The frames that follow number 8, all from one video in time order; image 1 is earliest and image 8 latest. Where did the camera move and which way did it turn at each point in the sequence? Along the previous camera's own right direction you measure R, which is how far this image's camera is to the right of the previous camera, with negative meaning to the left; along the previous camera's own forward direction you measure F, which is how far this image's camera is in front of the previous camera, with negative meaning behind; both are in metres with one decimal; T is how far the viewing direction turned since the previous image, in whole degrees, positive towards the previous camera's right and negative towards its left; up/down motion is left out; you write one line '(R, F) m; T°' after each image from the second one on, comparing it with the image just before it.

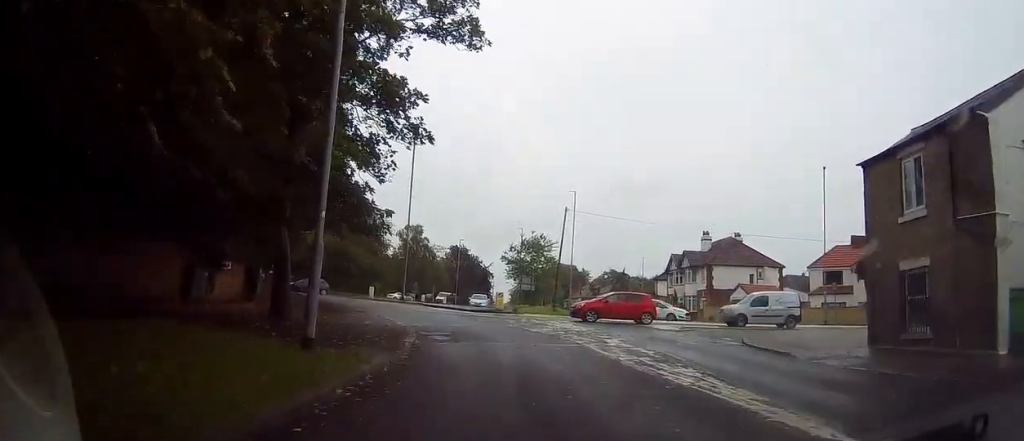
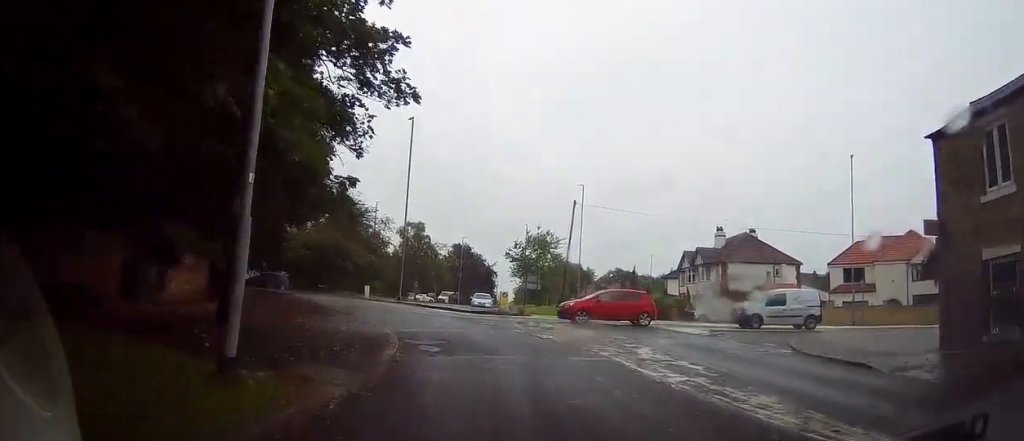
(0.0, +3.5) m; 0°
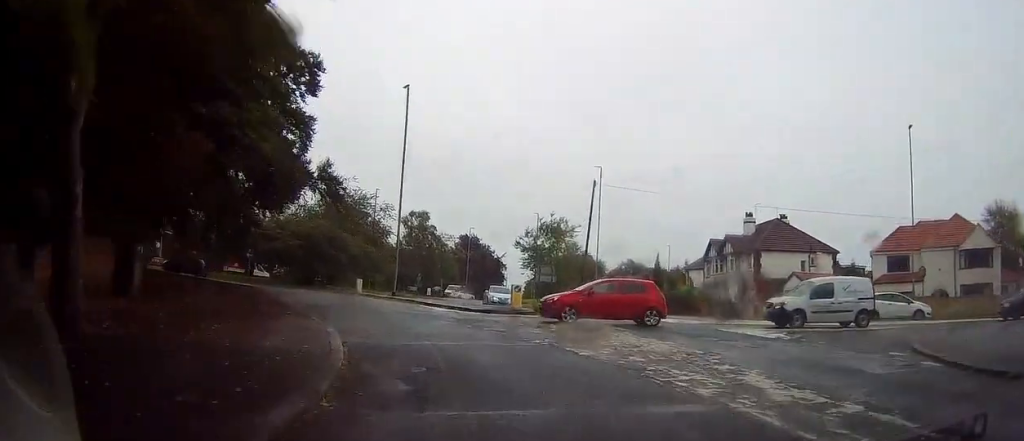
(0.0, +6.4) m; -1°
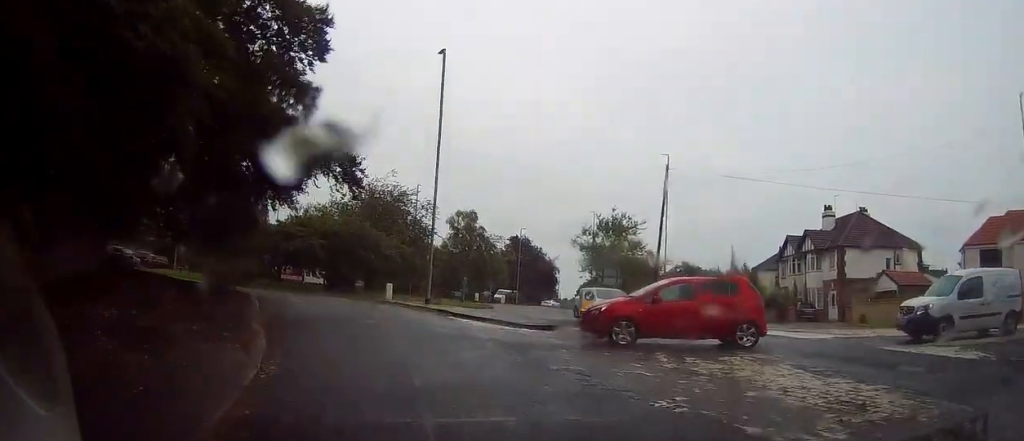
(-0.1, +7.9) m; -4°
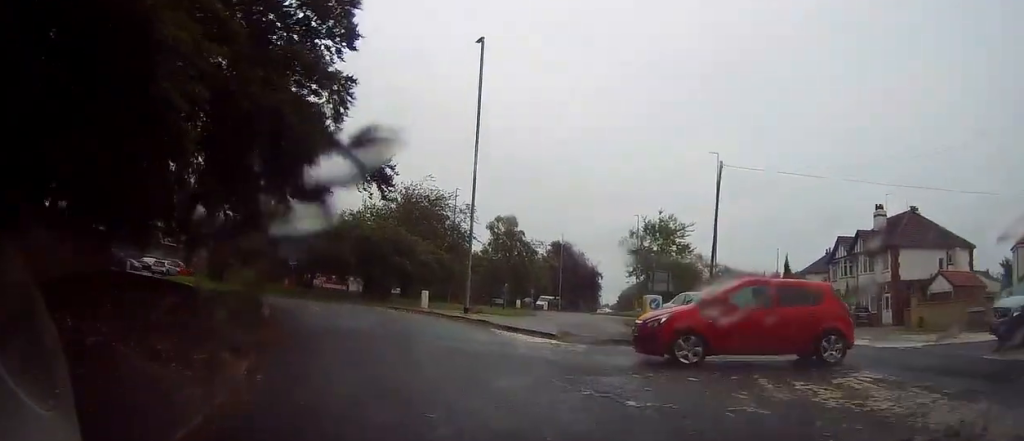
(-0.1, +3.3) m; -2°
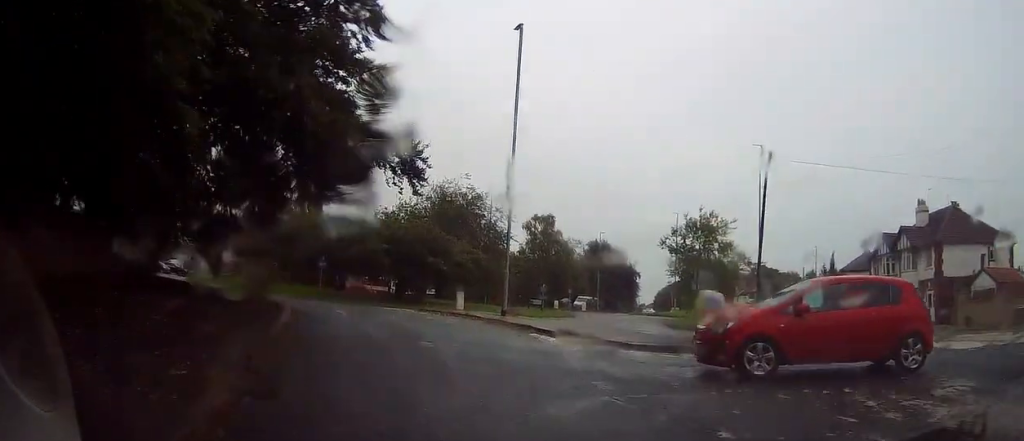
(-0.1, +2.0) m; -2°
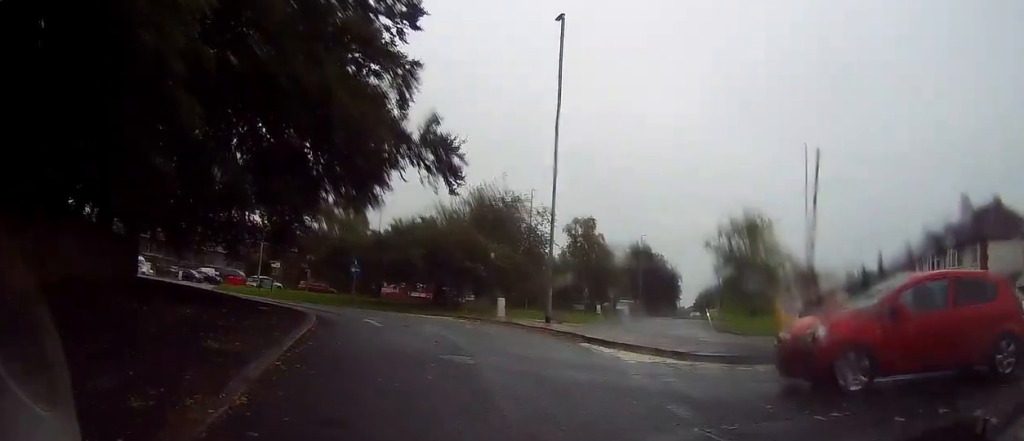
(0.0, +2.4) m; -3°
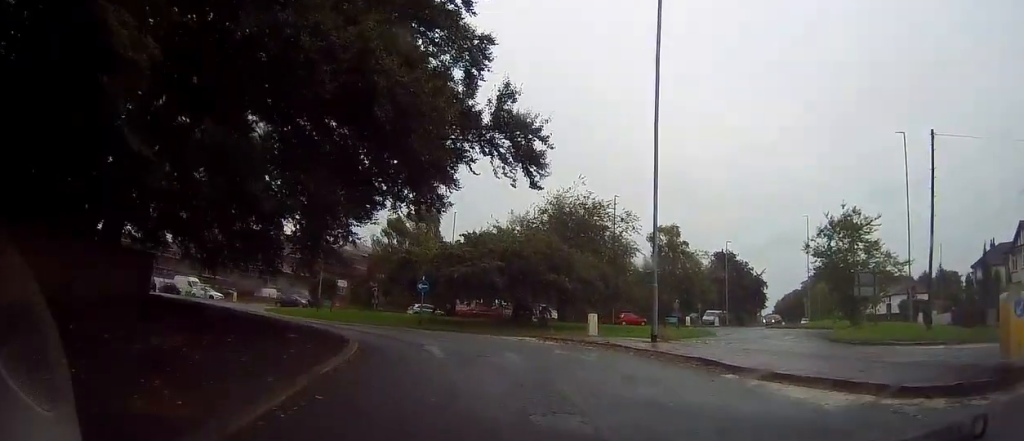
(-0.3, +4.4) m; -8°
